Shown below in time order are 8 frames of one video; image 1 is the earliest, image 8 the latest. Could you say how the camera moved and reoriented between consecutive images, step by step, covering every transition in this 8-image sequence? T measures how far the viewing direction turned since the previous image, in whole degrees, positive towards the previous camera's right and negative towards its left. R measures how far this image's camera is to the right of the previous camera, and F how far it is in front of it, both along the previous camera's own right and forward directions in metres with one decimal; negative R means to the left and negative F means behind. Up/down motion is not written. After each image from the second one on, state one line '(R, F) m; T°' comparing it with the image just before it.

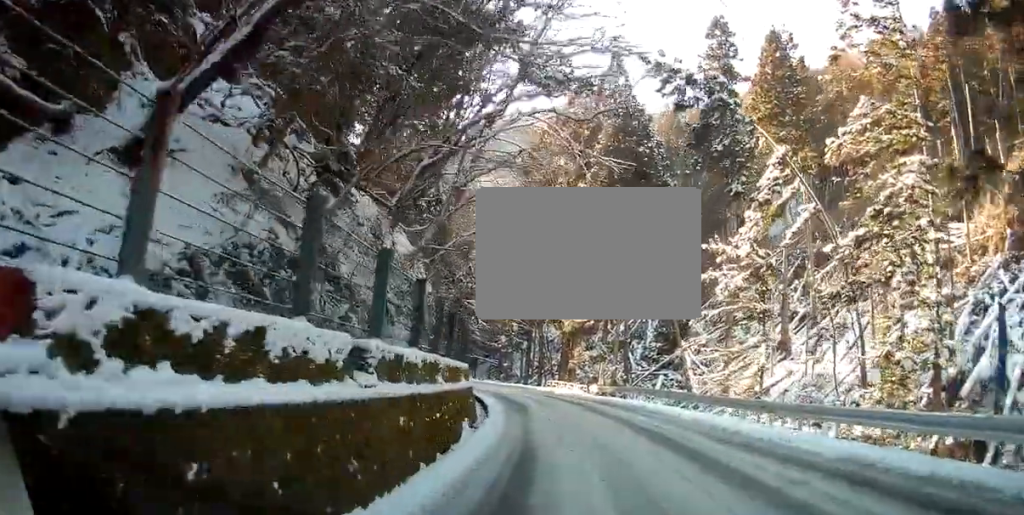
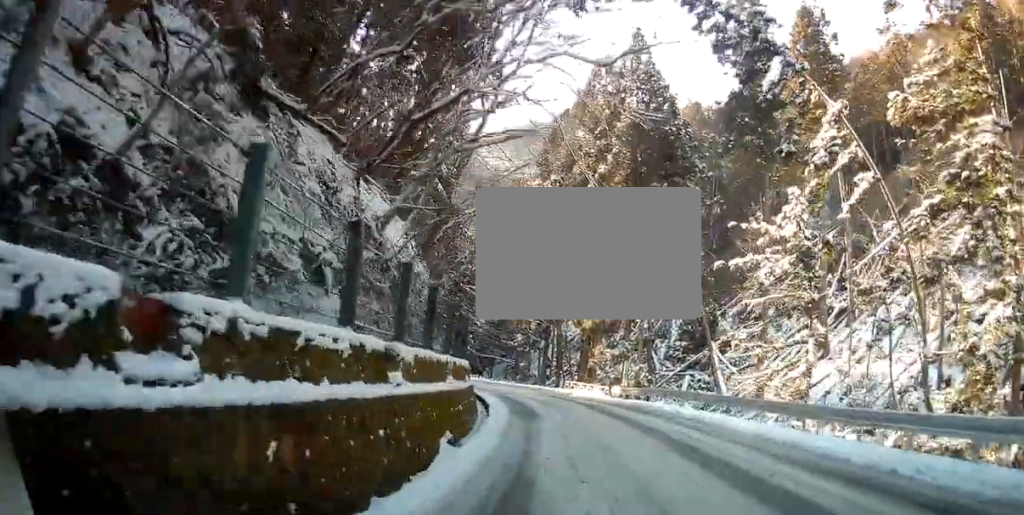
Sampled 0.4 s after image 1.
(0.0, +5.0) m; -2°
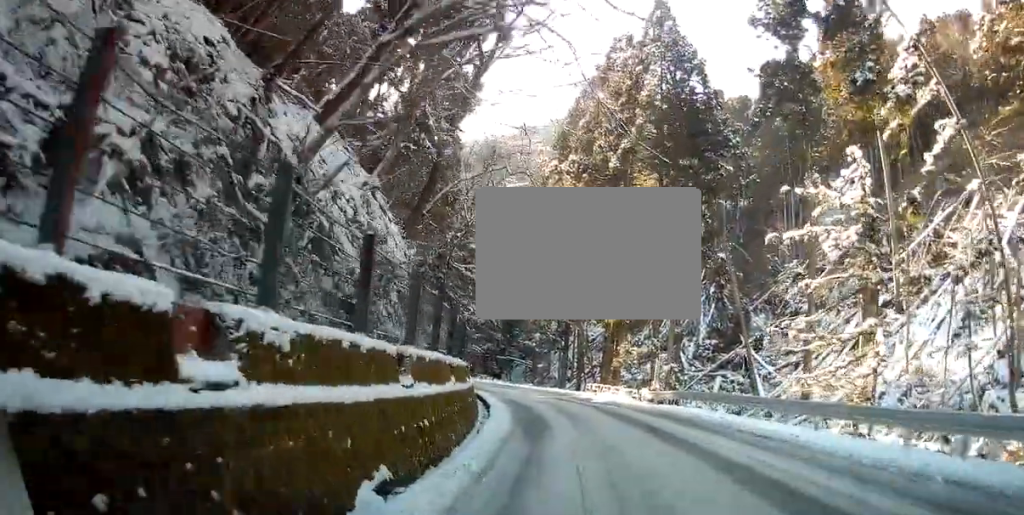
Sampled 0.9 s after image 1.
(-0.2, +5.5) m; -4°
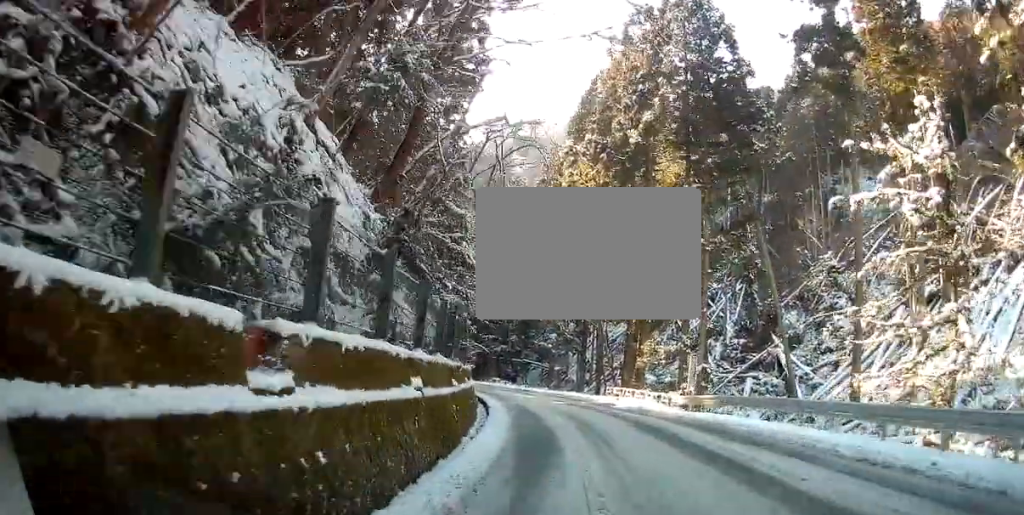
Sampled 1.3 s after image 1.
(+0.1, +5.3) m; -4°
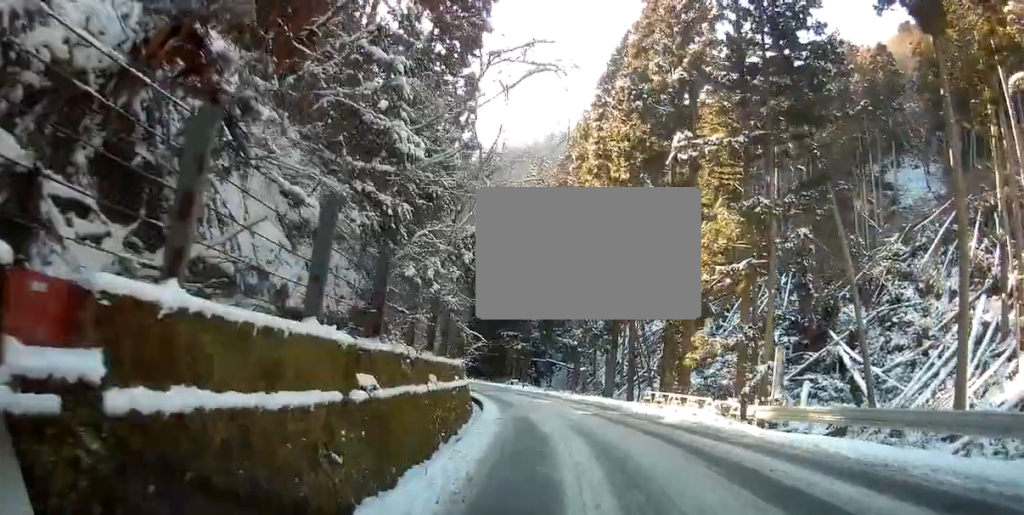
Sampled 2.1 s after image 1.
(-0.8, +8.1) m; -6°
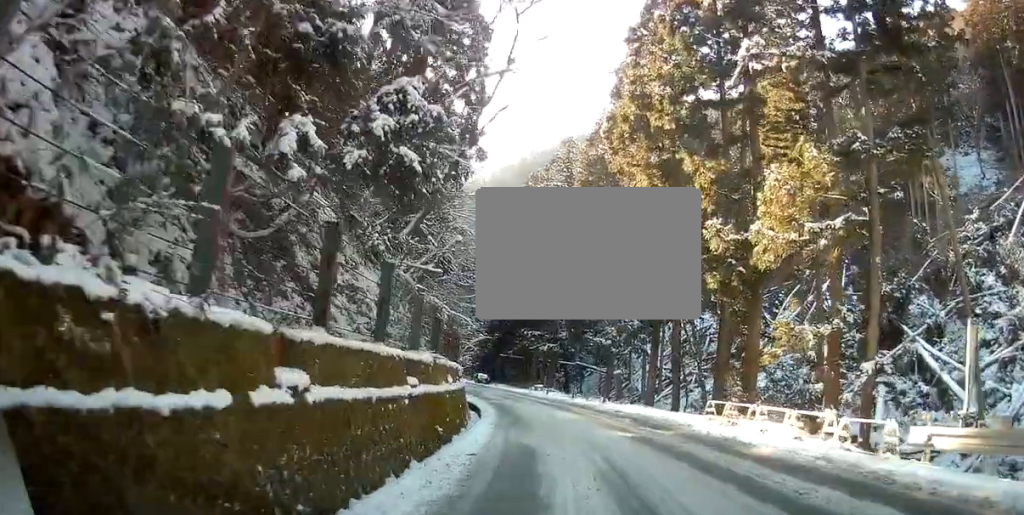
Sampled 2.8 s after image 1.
(-0.4, +8.1) m; -2°
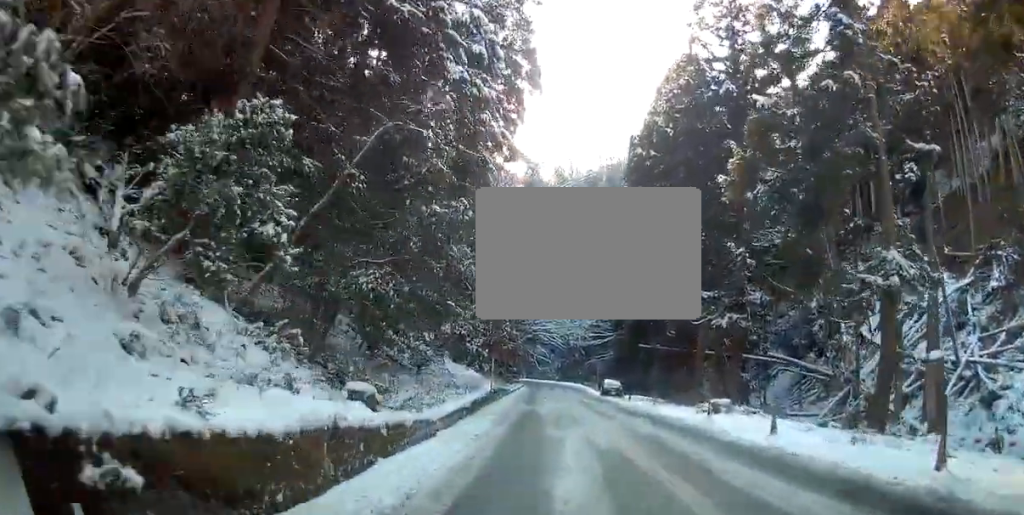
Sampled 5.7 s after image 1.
(-0.6, +35.8) m; 0°
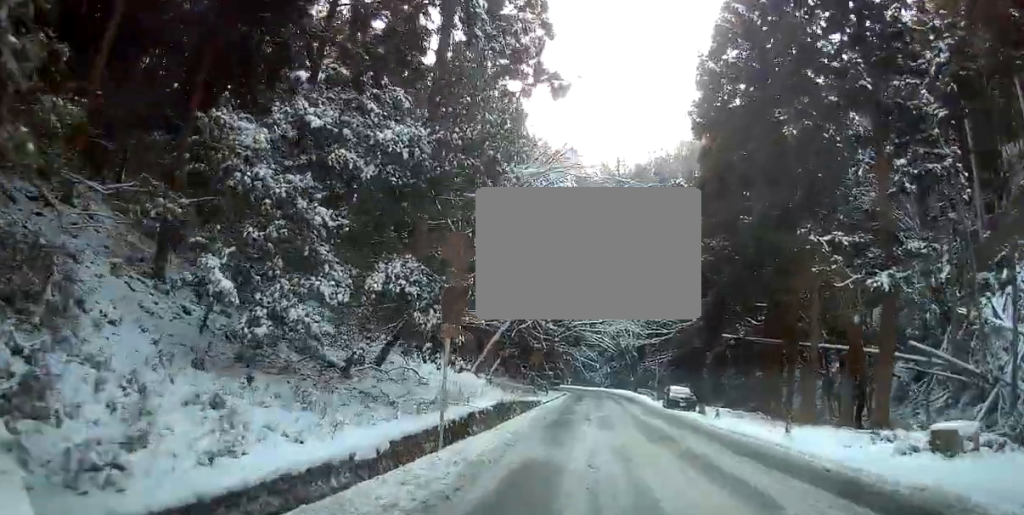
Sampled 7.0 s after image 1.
(-0.2, +16.6) m; -4°
